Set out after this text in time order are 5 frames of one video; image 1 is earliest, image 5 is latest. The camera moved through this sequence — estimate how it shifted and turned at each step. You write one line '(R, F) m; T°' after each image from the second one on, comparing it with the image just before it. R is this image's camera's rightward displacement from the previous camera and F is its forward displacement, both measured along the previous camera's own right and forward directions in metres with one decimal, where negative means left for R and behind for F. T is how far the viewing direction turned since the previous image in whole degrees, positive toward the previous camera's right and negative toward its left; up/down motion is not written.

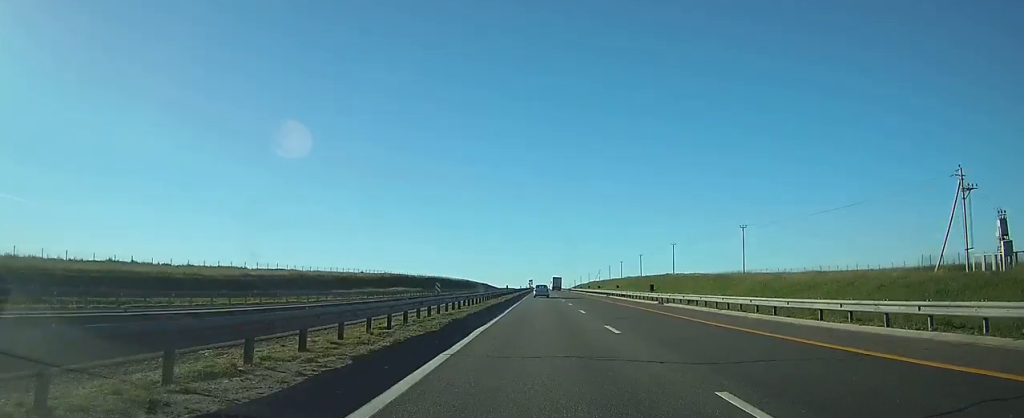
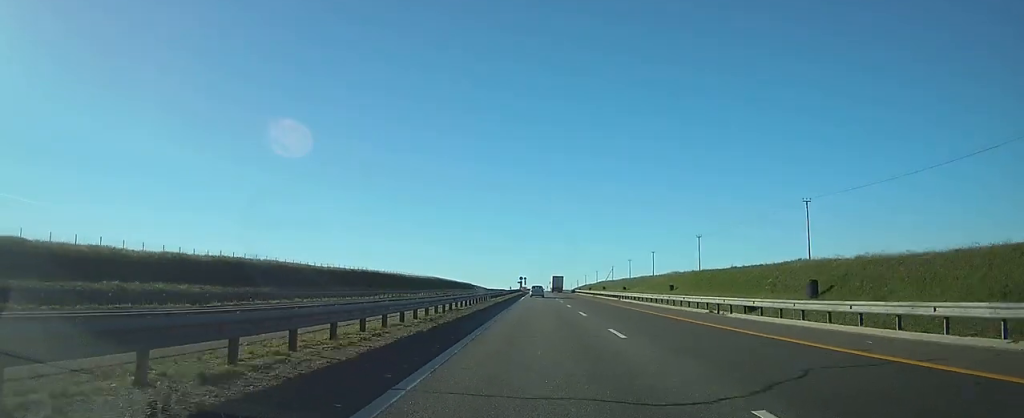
(-0.2, +85.4) m; 0°
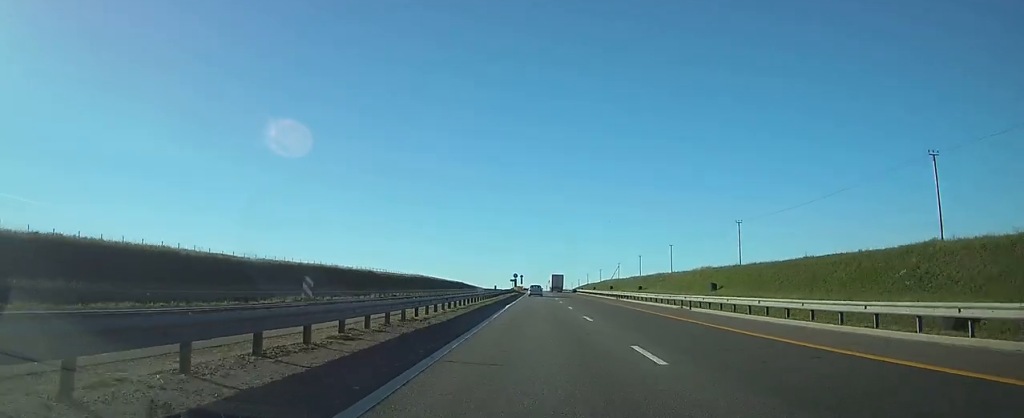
(+0.1, +29.3) m; 0°
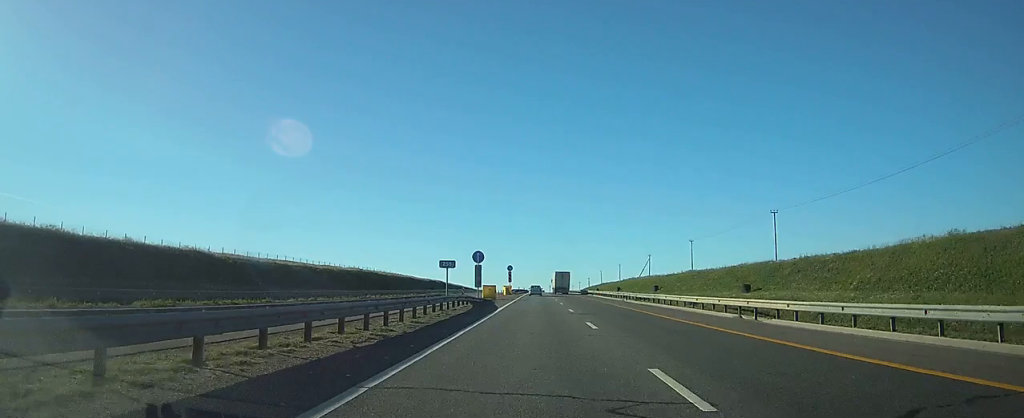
(+0.1, +75.7) m; 0°
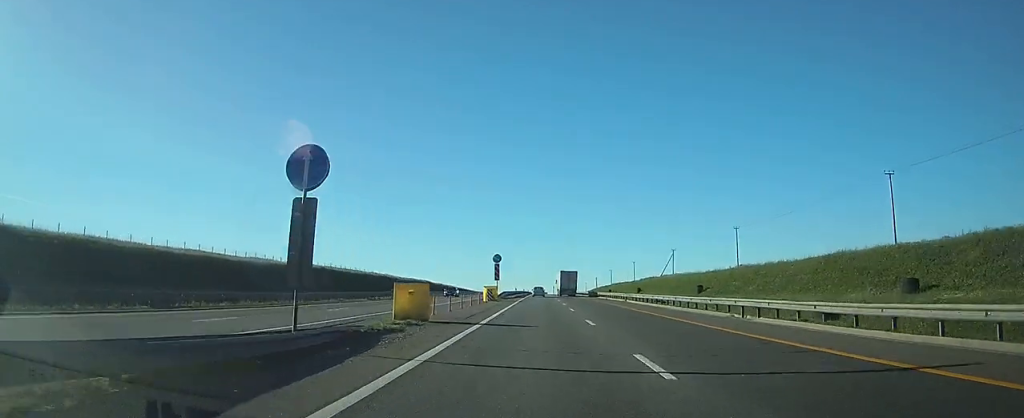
(-0.1, +33.8) m; -1°
